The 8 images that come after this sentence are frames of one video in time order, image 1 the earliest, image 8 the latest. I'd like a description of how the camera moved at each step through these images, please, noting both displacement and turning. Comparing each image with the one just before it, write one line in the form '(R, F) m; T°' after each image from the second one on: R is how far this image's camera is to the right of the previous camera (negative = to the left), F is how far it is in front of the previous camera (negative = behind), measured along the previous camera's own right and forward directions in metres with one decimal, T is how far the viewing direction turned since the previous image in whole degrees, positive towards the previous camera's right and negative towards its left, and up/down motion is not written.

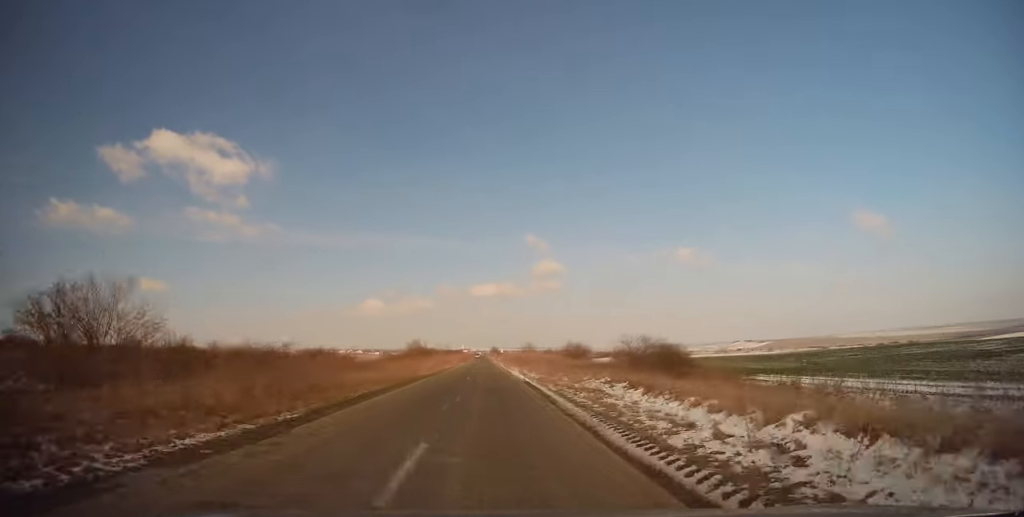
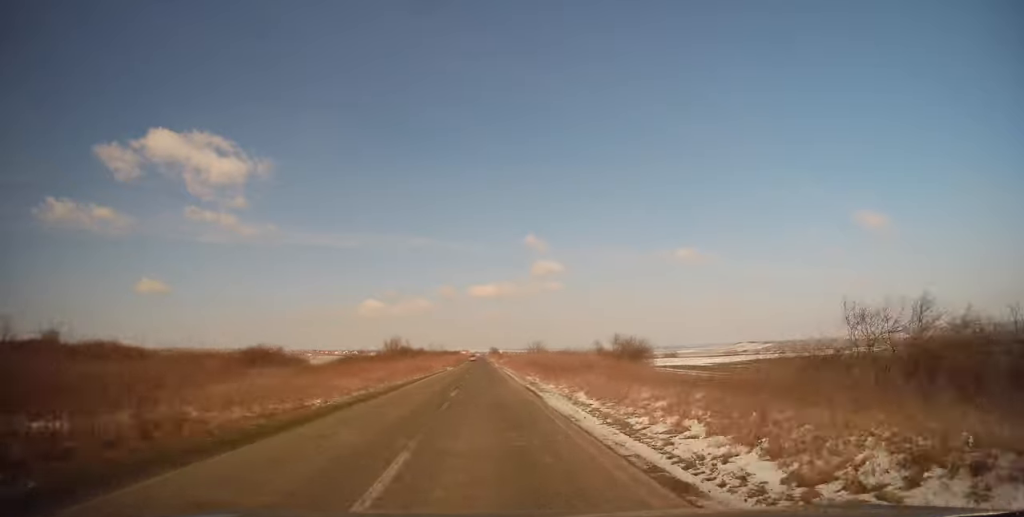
(+0.1, +25.1) m; 0°
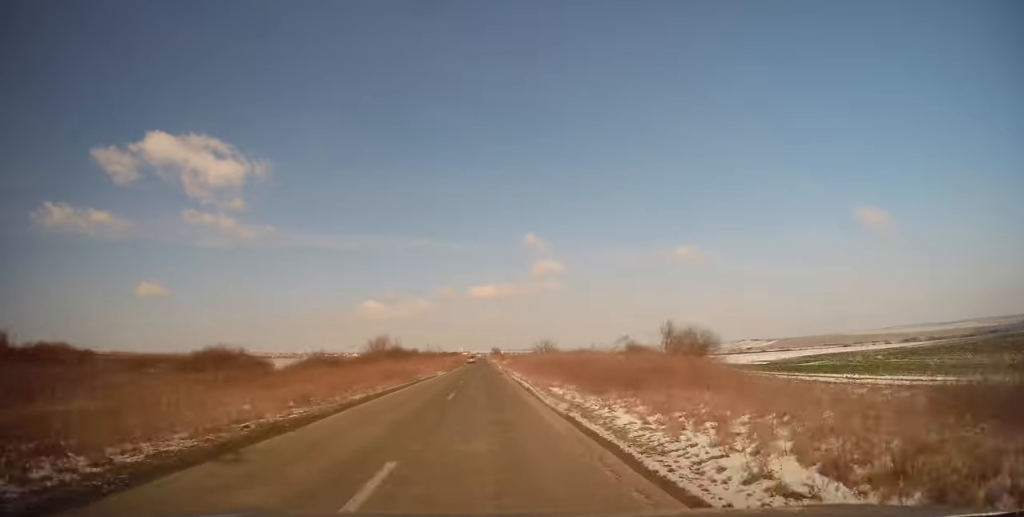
(0.0, +12.6) m; 0°
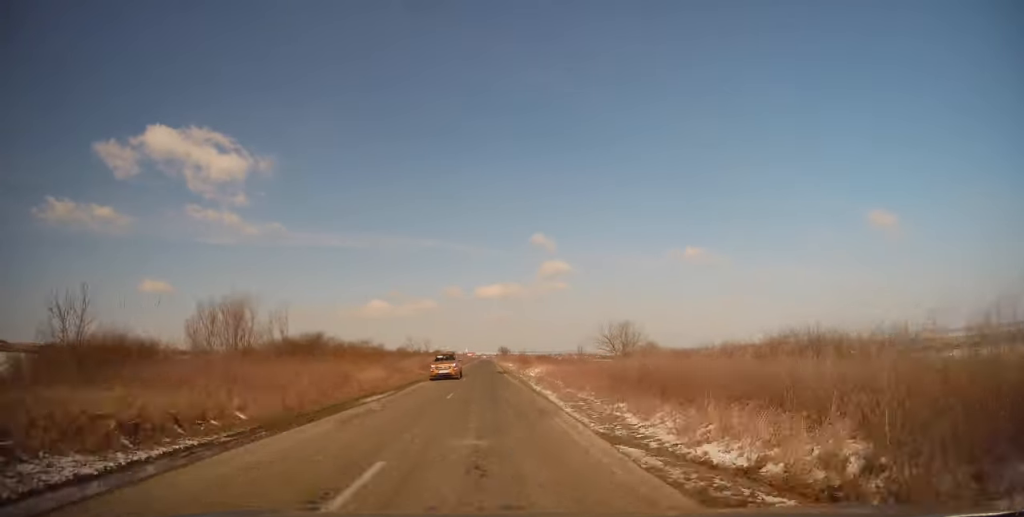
(-0.5, +49.9) m; -1°
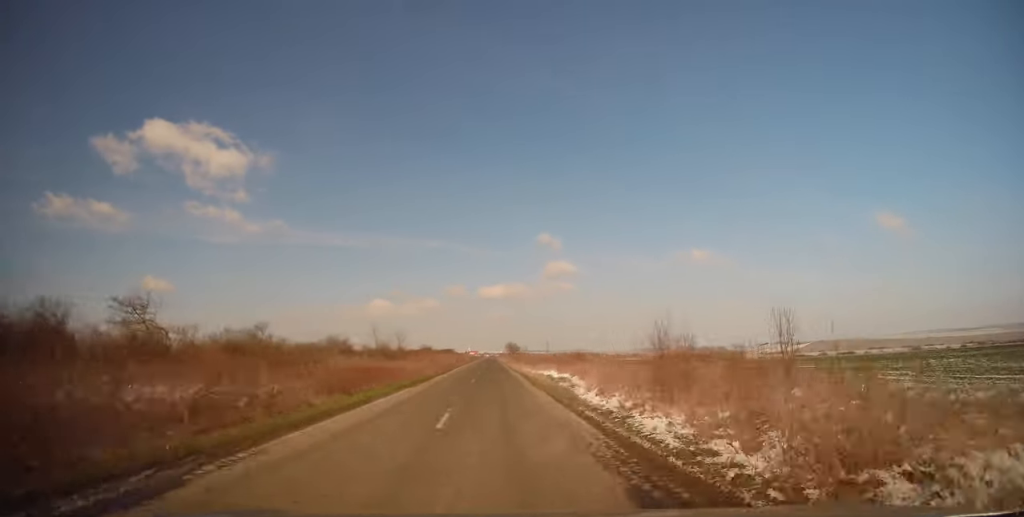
(+0.3, +43.6) m; 0°
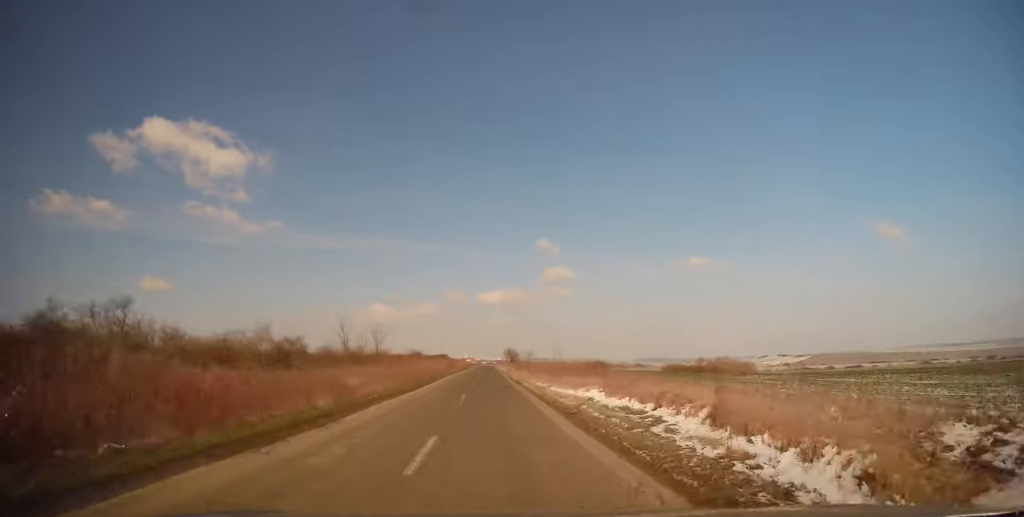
(0.0, +14.9) m; 0°
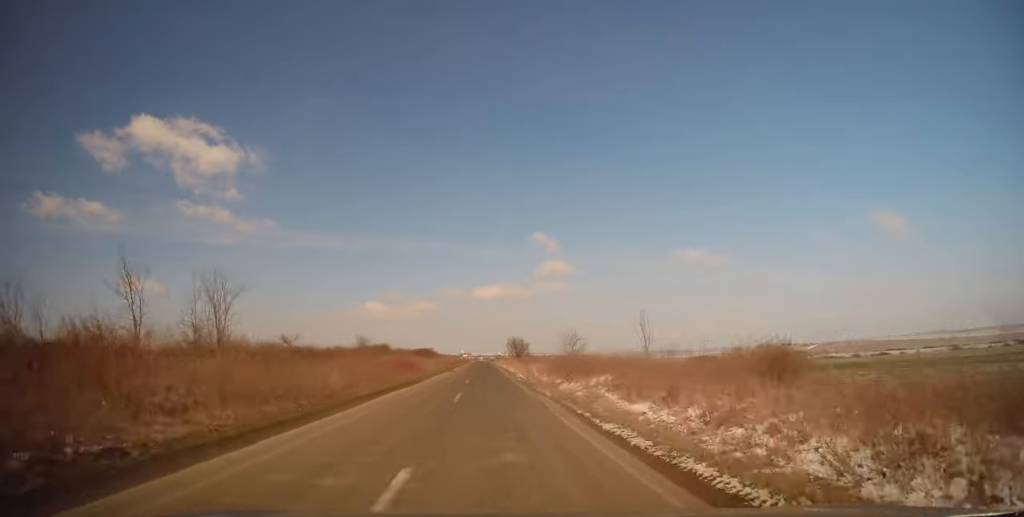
(-0.2, +39.9) m; 0°
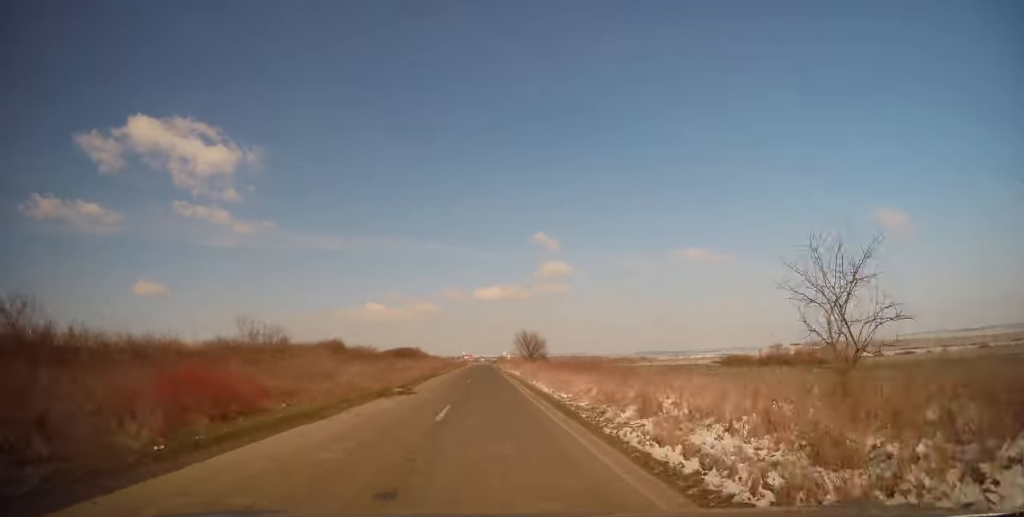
(+0.3, +28.9) m; 0°
